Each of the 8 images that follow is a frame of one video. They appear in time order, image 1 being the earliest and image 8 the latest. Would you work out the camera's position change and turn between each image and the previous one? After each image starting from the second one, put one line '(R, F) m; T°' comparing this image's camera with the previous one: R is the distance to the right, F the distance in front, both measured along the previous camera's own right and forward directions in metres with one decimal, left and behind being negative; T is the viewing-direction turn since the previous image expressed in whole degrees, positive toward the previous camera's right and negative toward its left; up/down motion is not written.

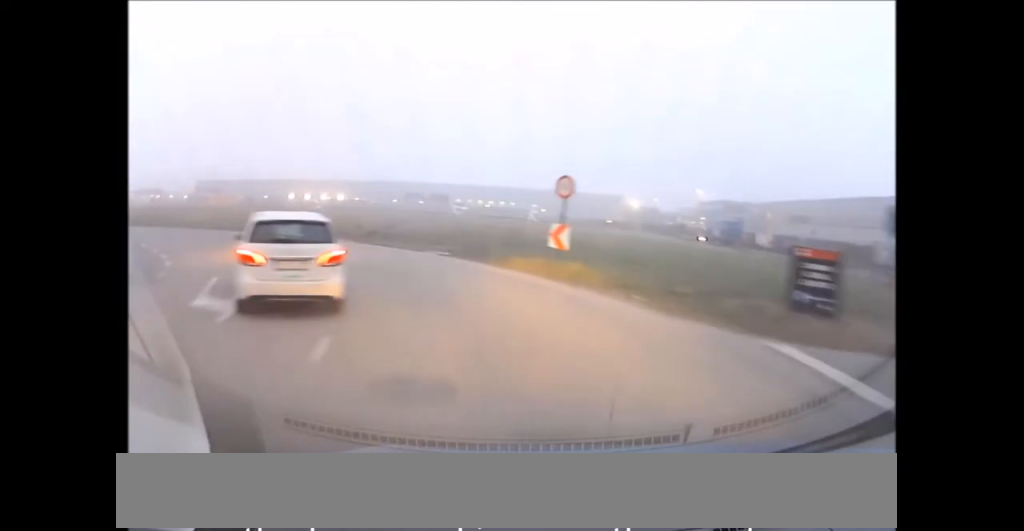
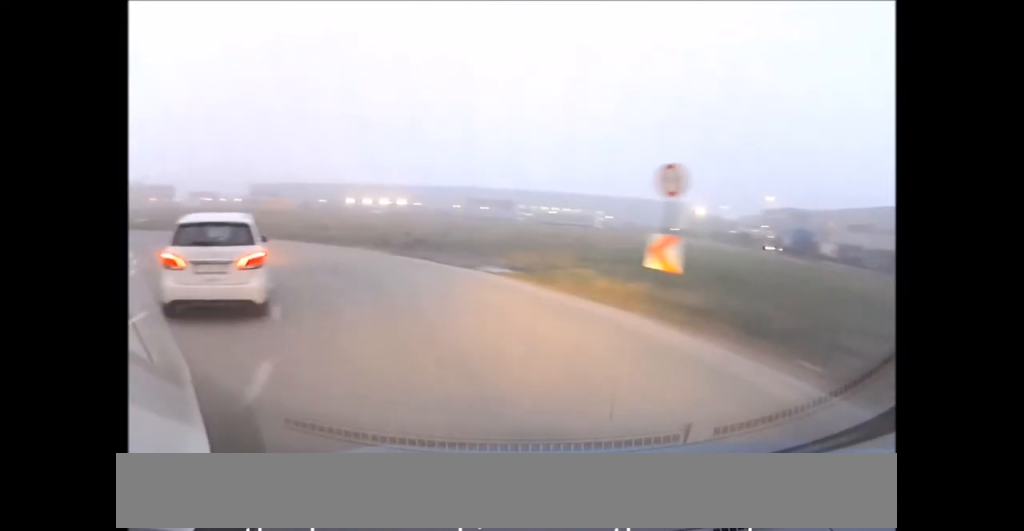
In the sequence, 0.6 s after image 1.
(+0.1, +5.3) m; -8°
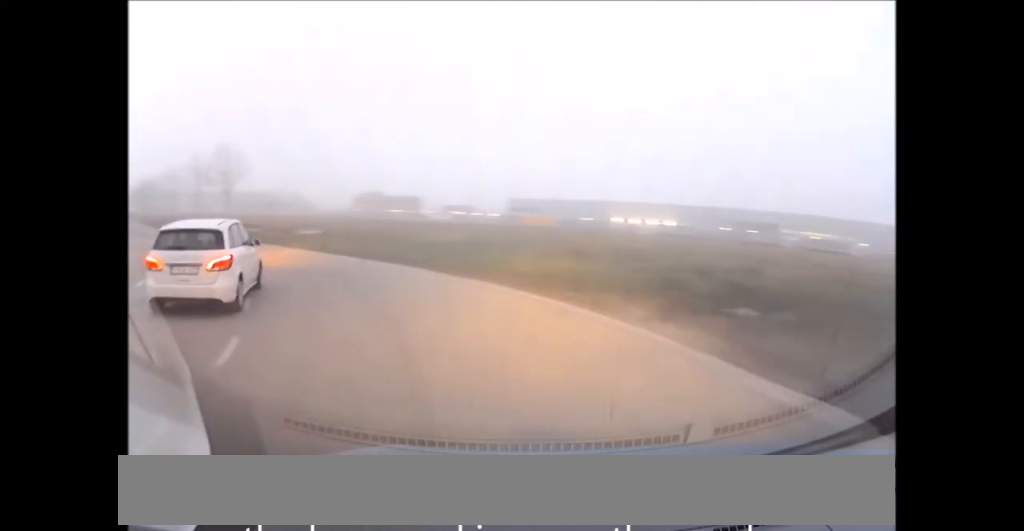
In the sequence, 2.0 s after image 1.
(-4.1, +11.5) m; -36°
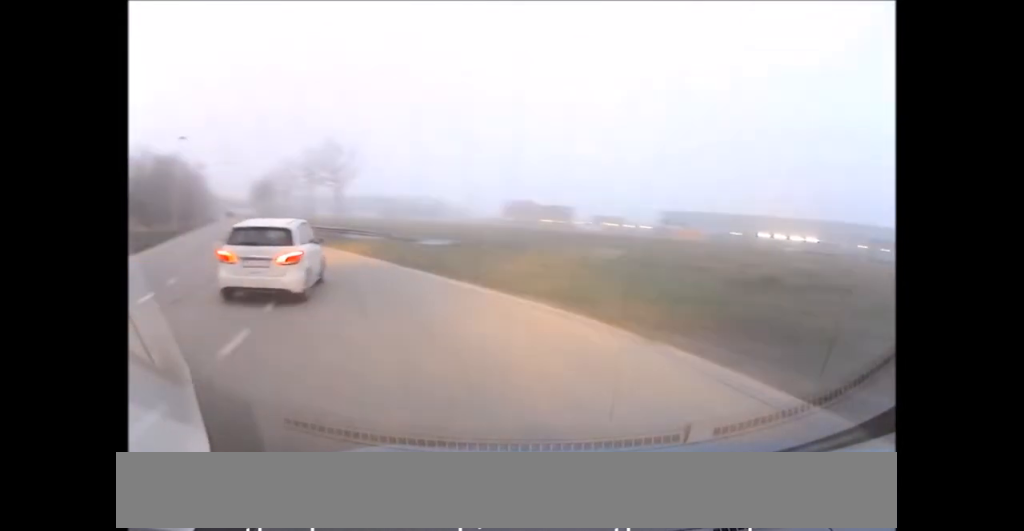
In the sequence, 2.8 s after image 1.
(-1.0, +6.7) m; -16°
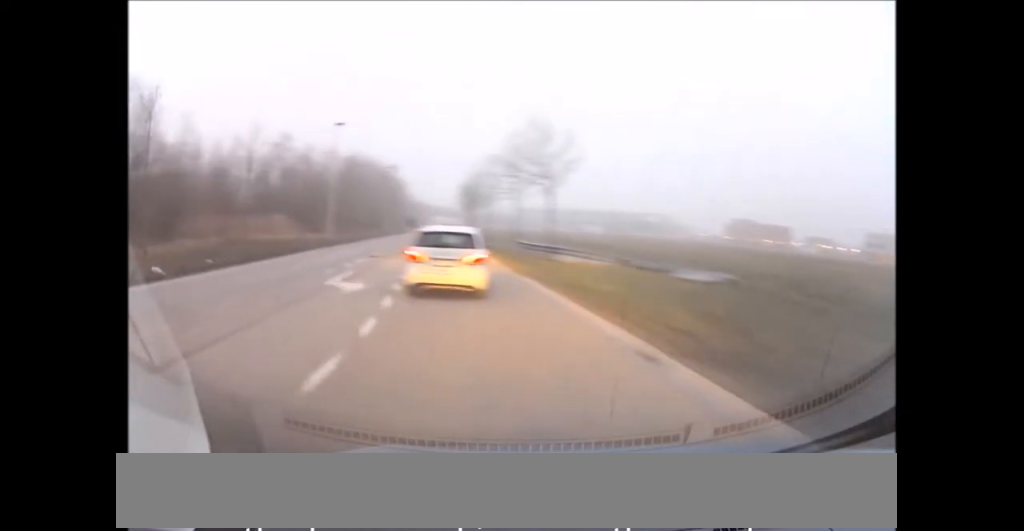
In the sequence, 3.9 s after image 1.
(-2.1, +11.0) m; -17°
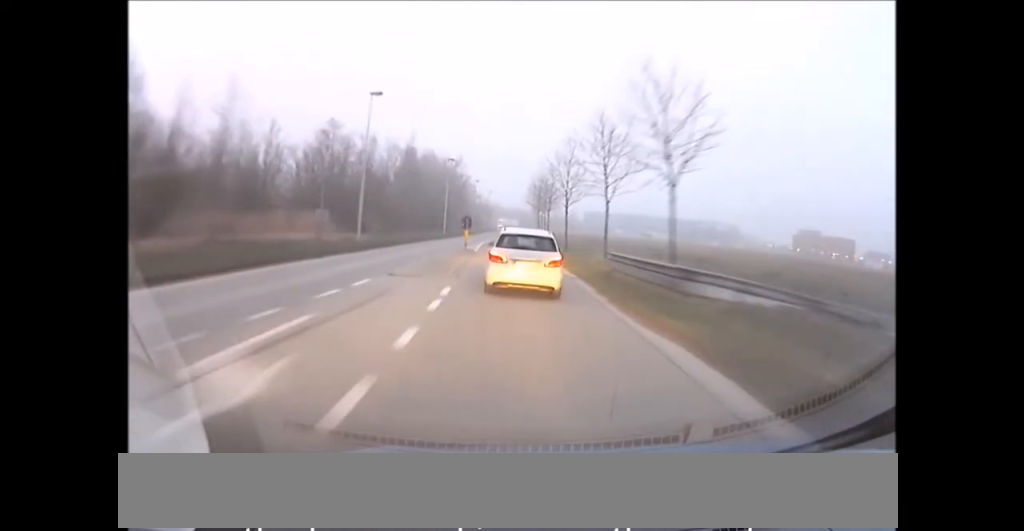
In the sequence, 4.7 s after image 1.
(-0.8, +8.6) m; -6°
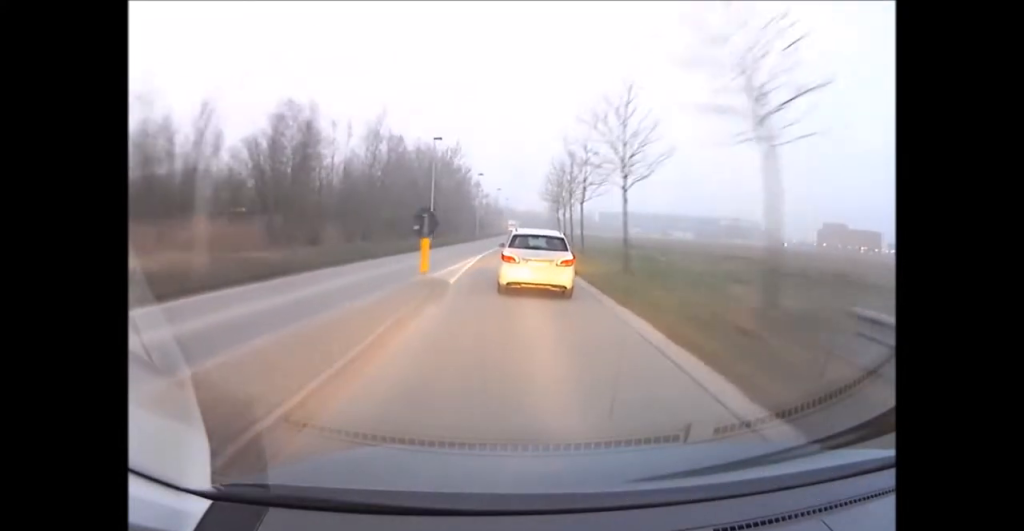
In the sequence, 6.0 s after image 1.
(-0.1, +16.0) m; -1°
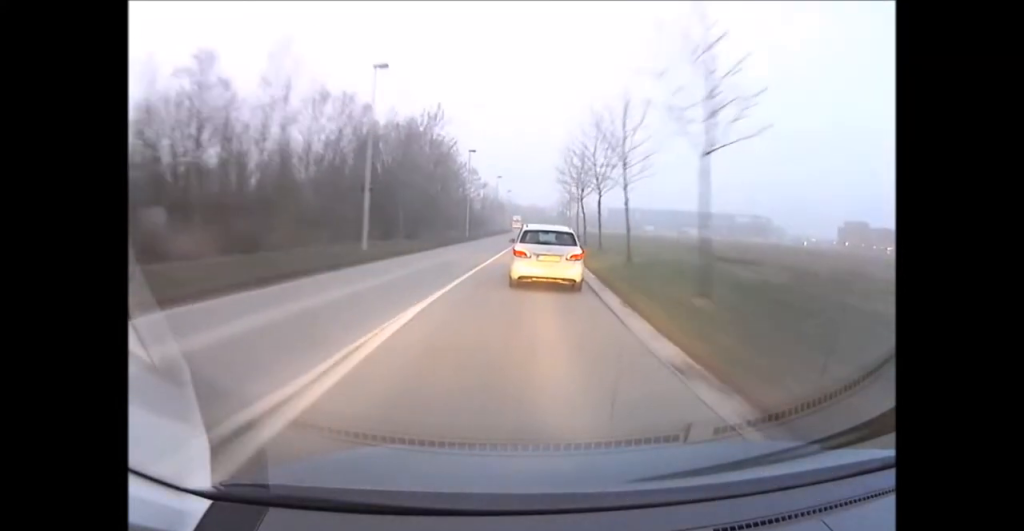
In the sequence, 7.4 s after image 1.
(-0.2, +19.6) m; +1°
